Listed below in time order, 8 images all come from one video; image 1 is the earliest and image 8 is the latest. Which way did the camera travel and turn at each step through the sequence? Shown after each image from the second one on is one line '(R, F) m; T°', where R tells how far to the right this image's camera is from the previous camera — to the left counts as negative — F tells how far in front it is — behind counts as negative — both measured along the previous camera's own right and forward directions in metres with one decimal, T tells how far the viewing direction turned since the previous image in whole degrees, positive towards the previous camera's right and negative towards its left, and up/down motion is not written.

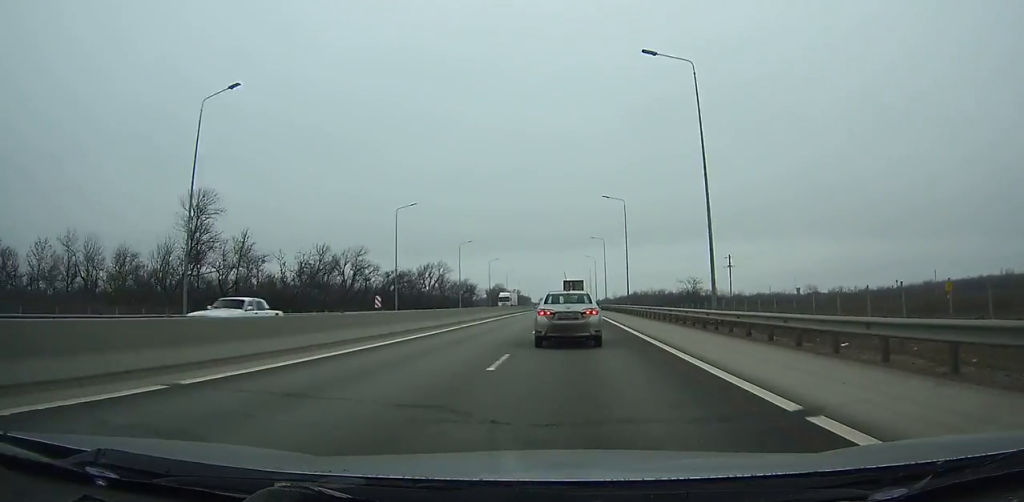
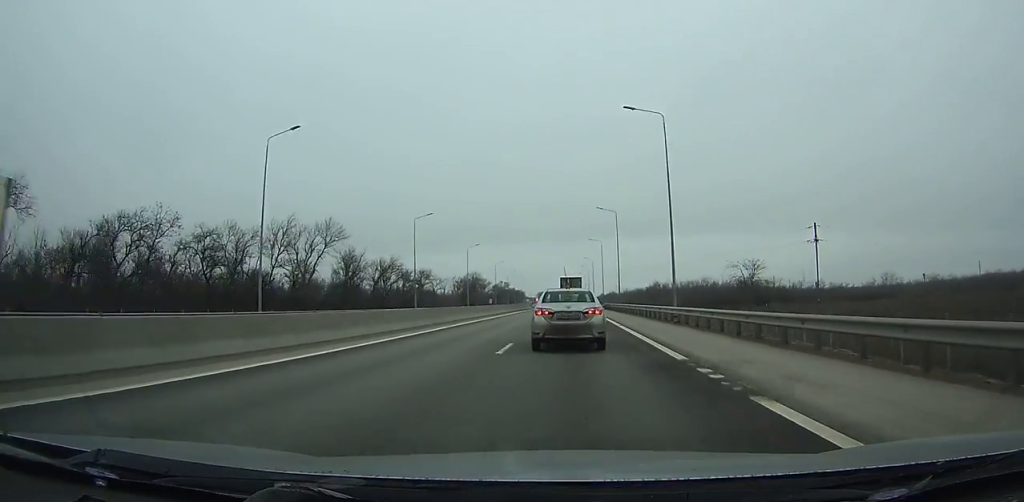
(0.0, +68.8) m; 0°
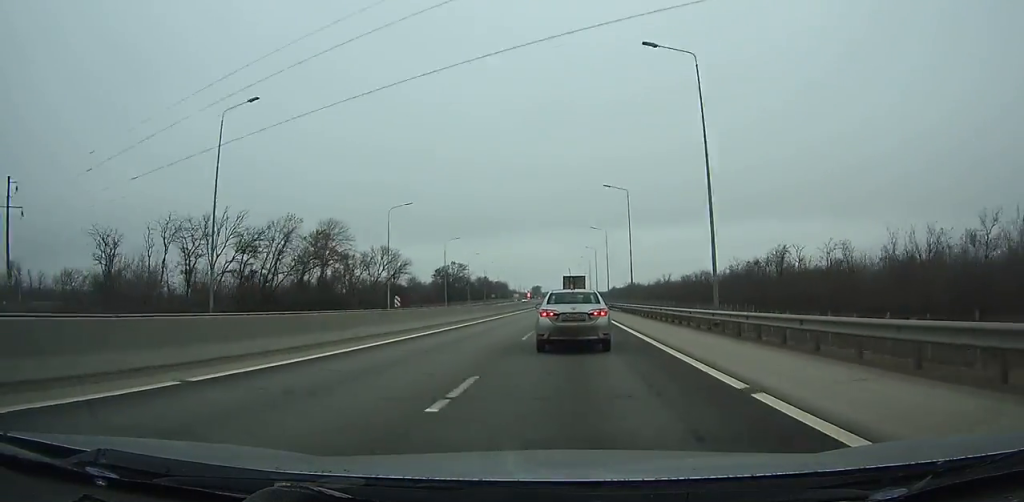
(+0.1, +128.7) m; 0°
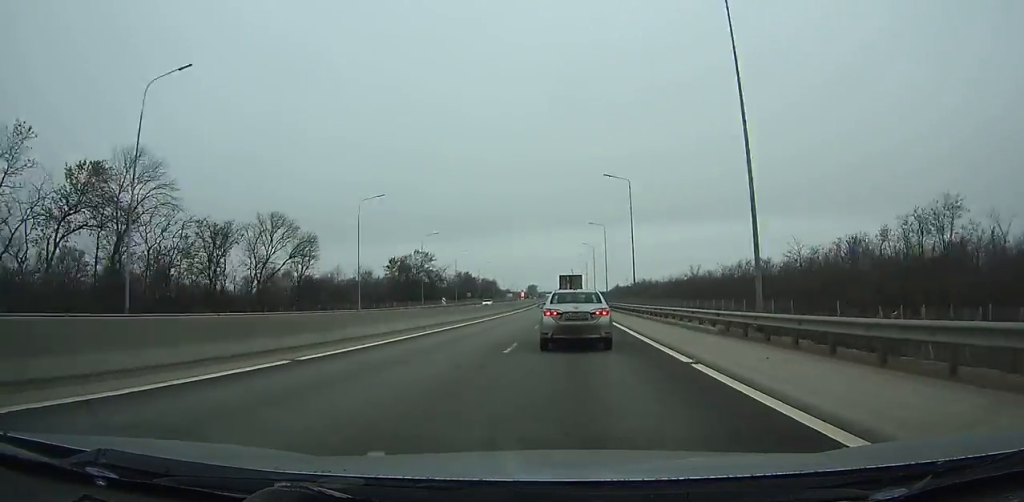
(+0.2, +41.1) m; 0°
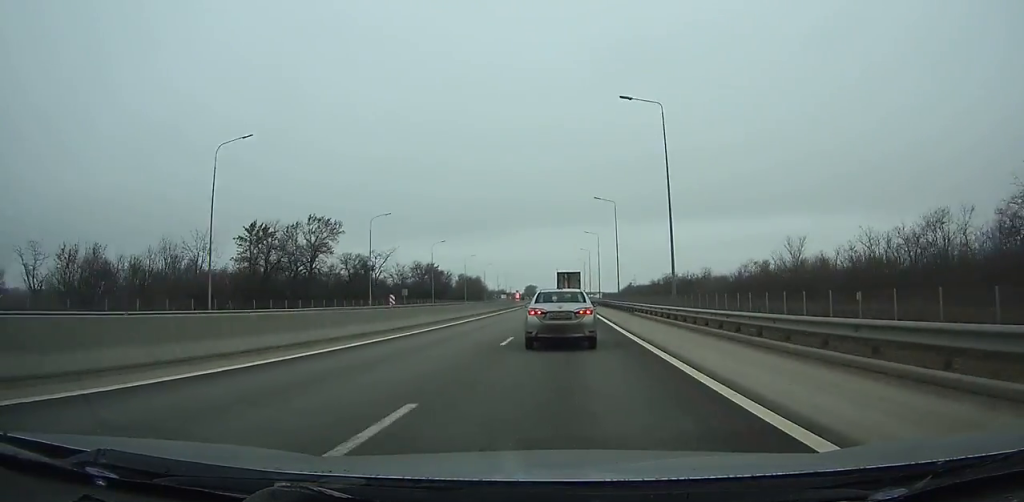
(-0.3, +57.6) m; 0°
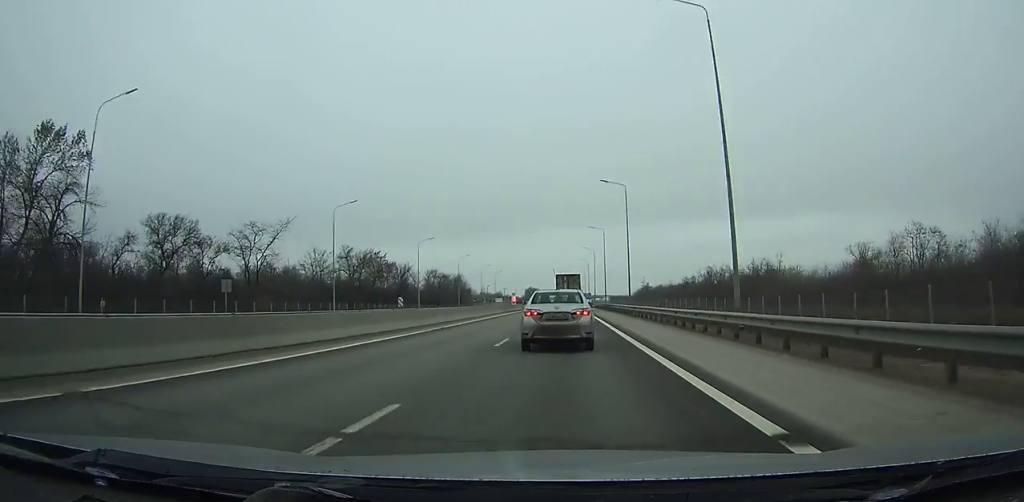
(-0.2, +47.7) m; 0°
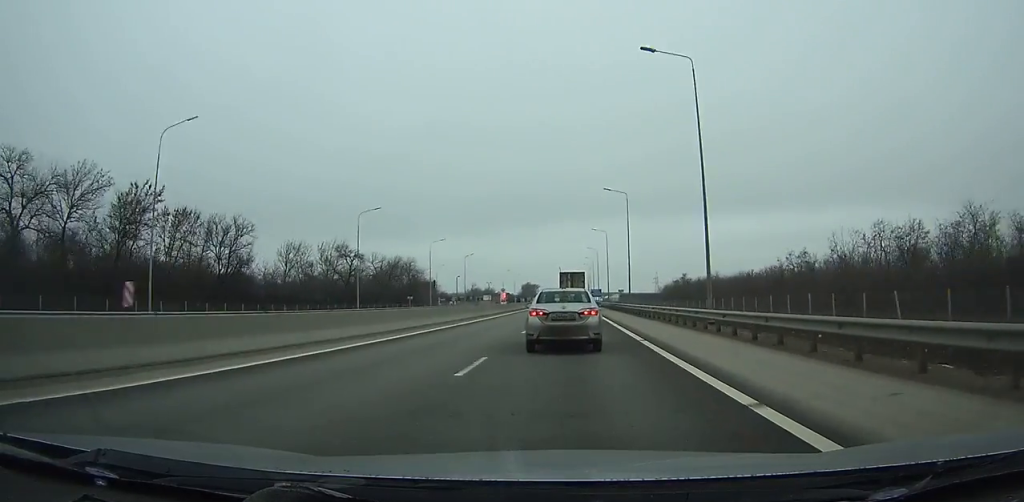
(-0.1, +65.8) m; 0°
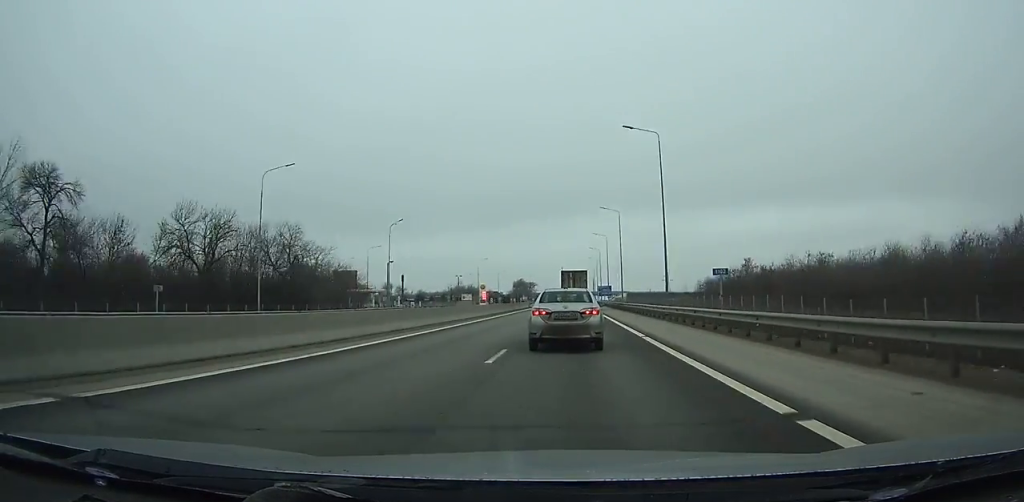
(0.0, +57.7) m; 0°
